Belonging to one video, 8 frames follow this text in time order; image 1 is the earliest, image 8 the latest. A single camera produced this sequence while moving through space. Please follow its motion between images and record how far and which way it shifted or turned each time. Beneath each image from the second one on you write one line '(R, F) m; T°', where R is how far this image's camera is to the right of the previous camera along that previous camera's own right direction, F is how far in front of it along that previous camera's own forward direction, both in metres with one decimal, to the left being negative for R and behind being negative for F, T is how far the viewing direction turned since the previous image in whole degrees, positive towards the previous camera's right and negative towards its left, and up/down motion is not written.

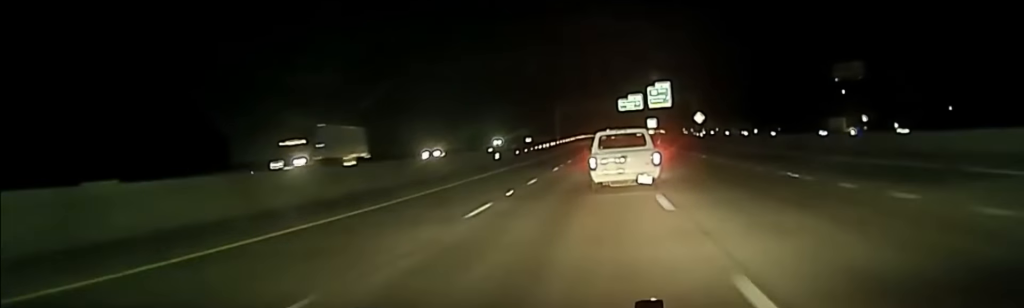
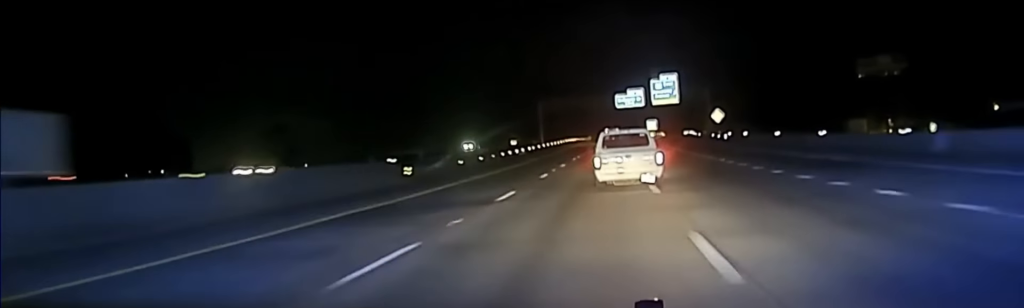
(+0.3, +31.1) m; +1°
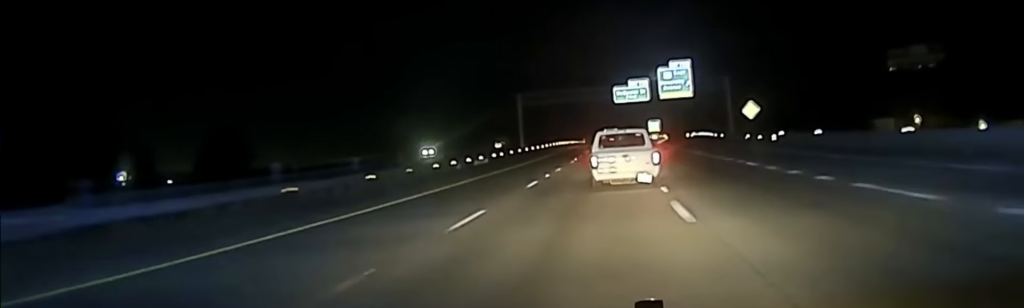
(+0.2, +30.2) m; 0°
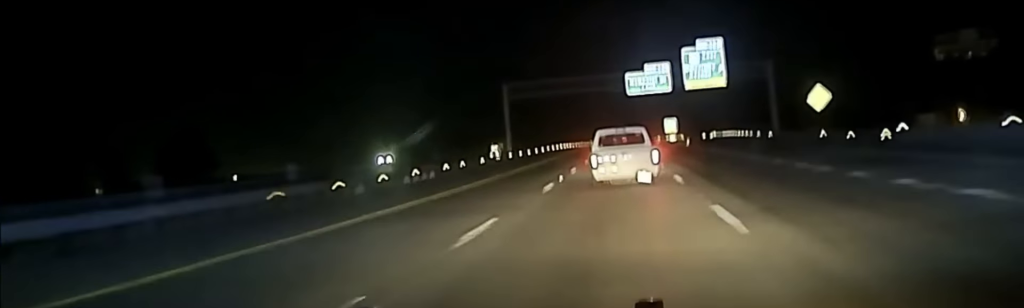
(+0.2, +28.3) m; 0°
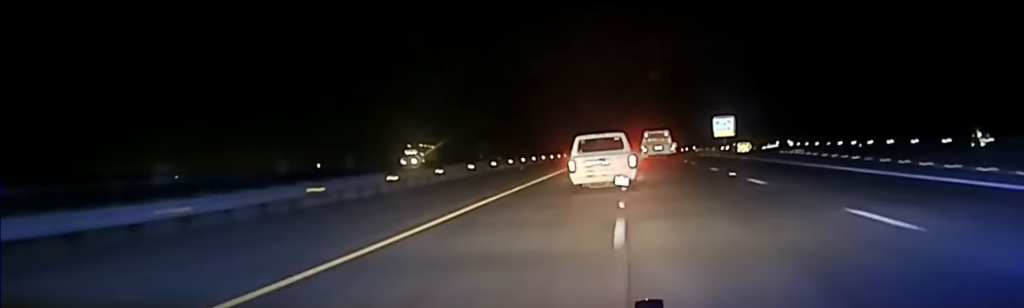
(-1.4, +98.4) m; -1°
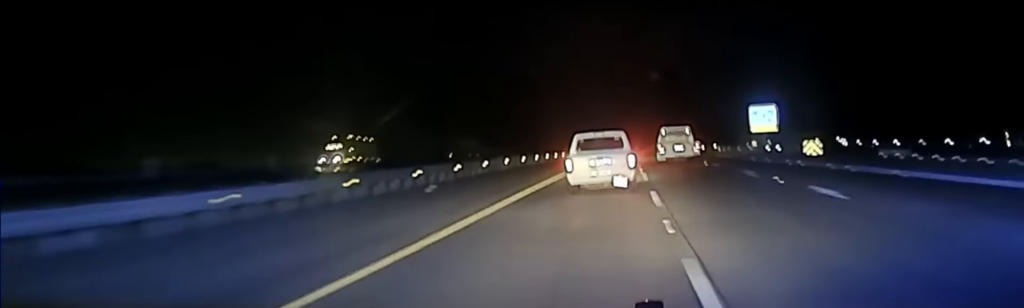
(+0.2, +29.9) m; 0°
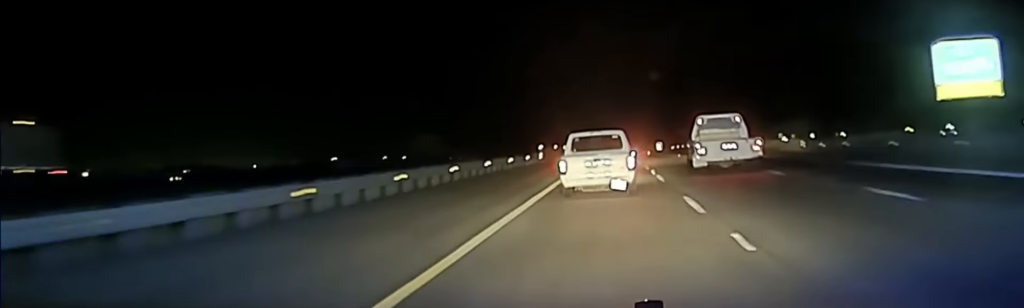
(+0.2, +47.7) m; 0°
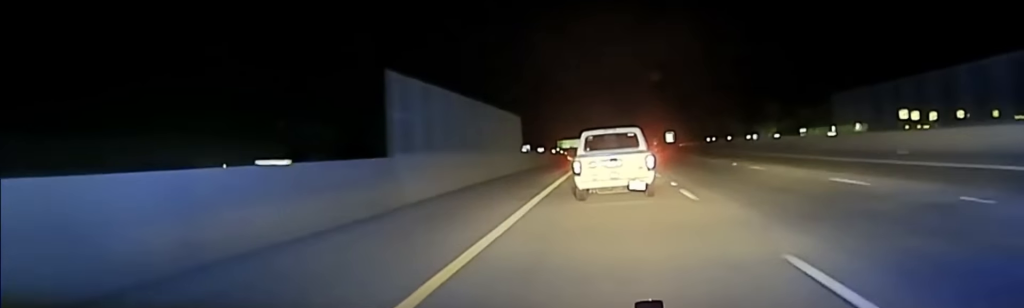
(+0.1, +71.5) m; 0°
